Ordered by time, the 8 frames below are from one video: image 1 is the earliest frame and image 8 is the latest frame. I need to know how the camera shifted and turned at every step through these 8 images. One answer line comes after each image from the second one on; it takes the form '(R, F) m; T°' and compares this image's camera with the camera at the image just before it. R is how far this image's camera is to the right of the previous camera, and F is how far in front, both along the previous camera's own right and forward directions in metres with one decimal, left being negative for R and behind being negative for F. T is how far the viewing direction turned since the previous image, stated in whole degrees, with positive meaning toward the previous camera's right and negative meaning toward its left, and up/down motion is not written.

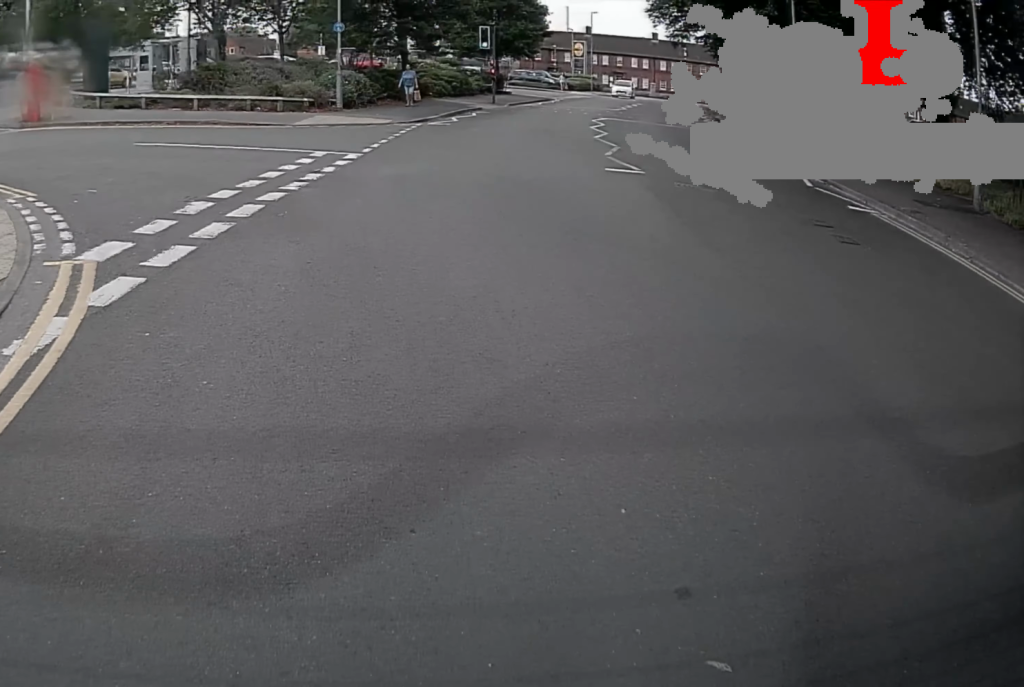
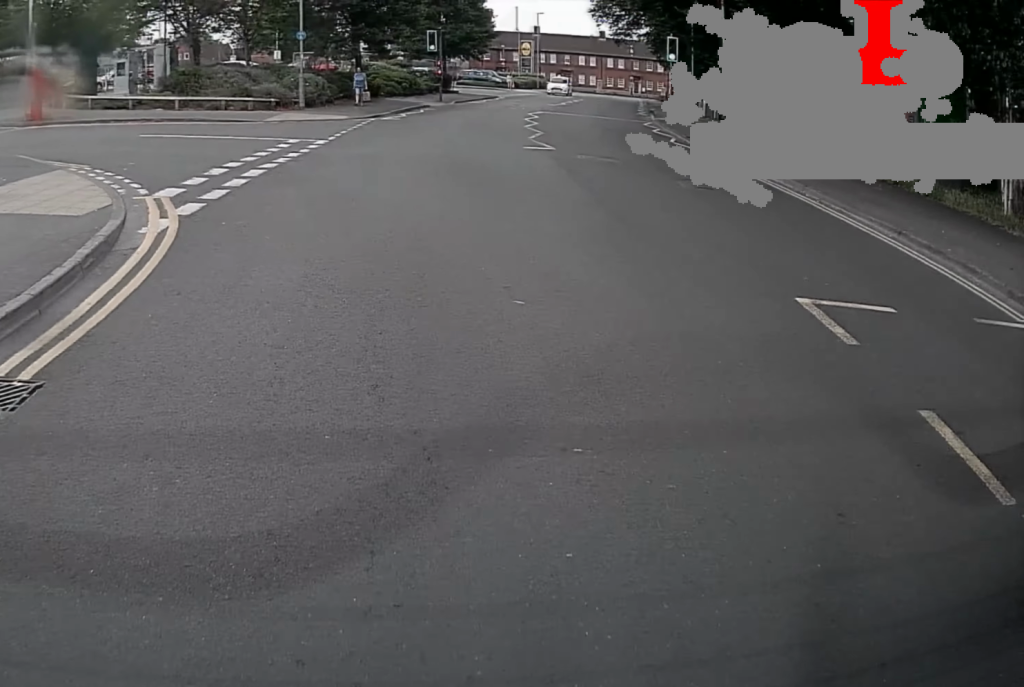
(0.0, +2.7) m; 0°
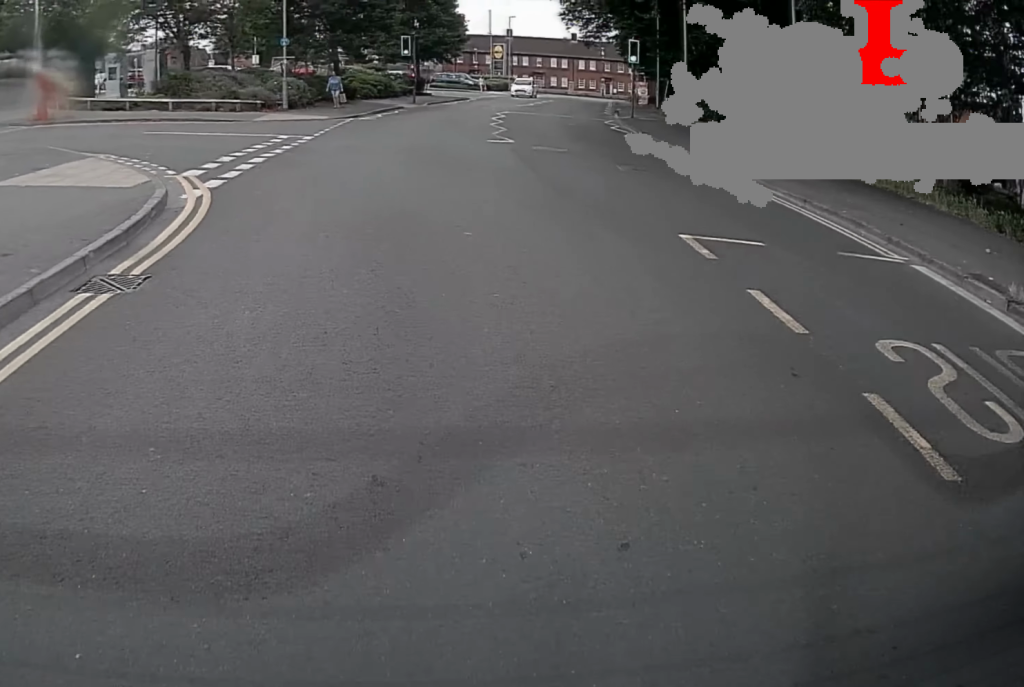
(0.0, +2.2) m; 0°
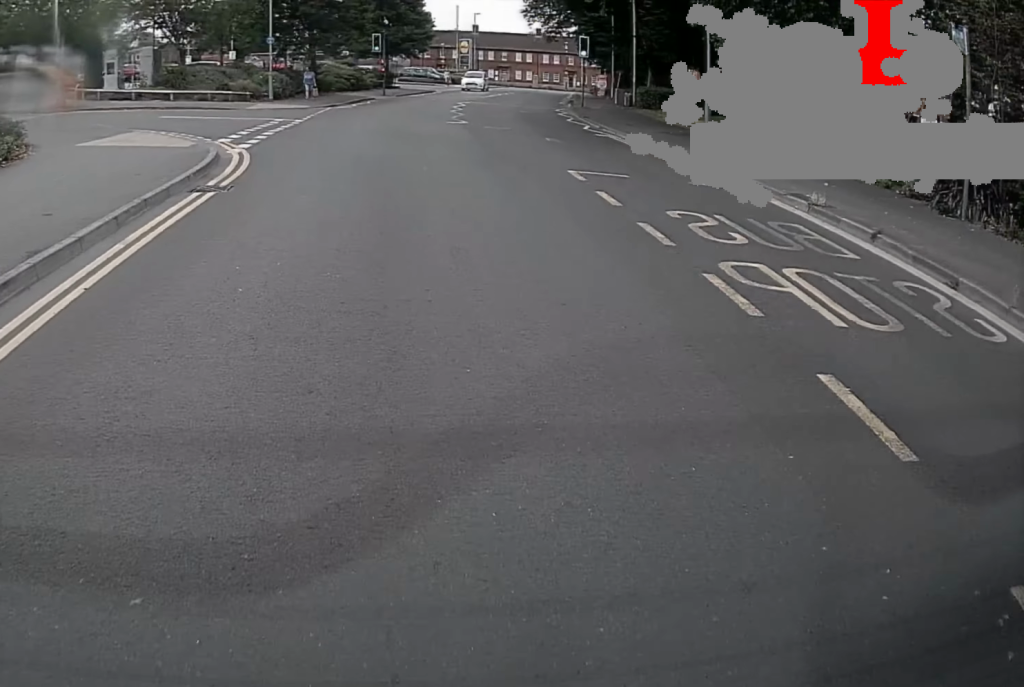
(0.0, +4.1) m; 0°
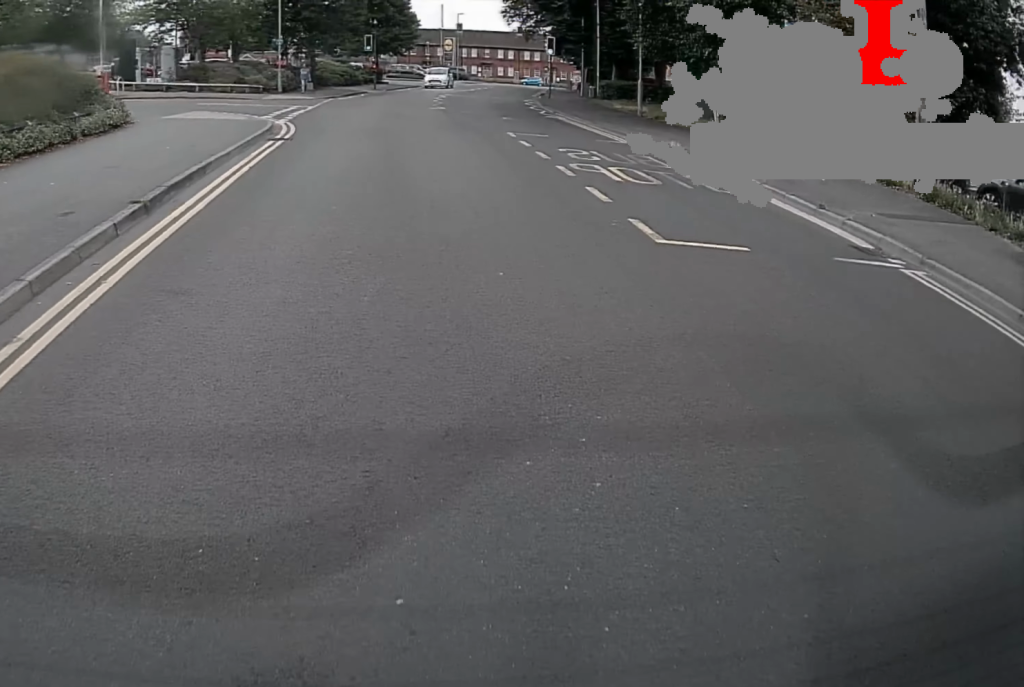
(0.0, +6.1) m; -2°
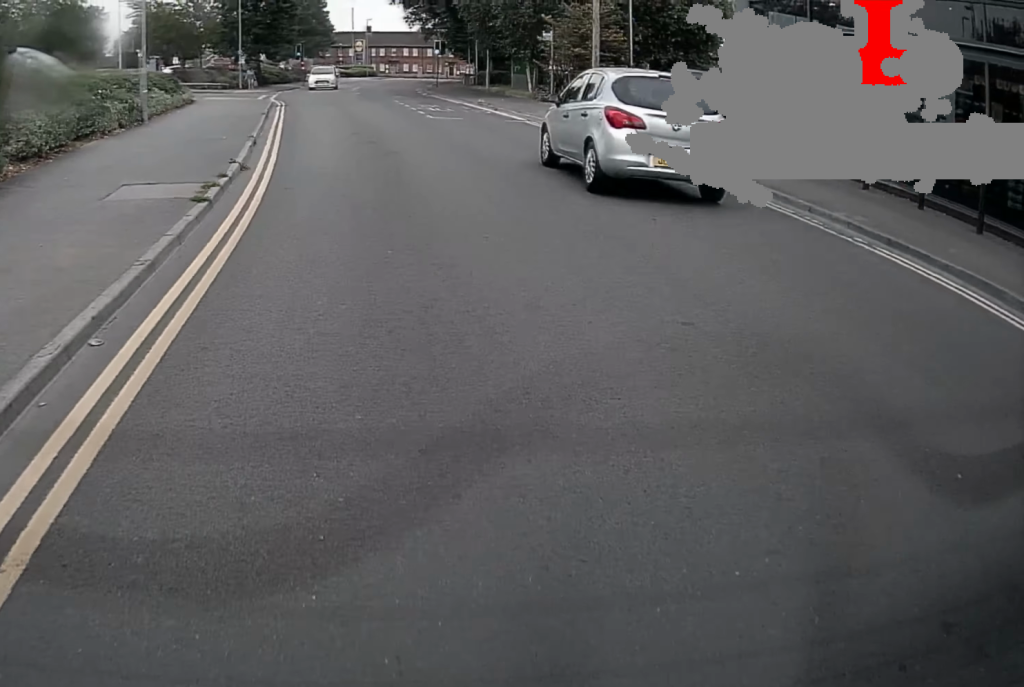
(-1.3, +13.6) m; -9°
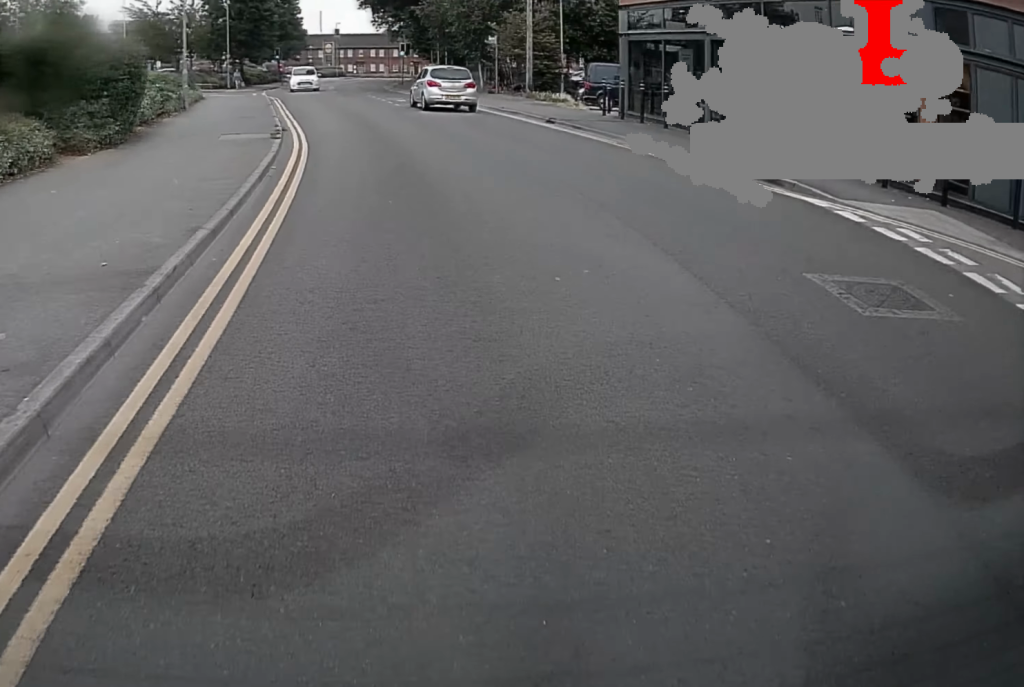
(-0.1, +6.2) m; -2°
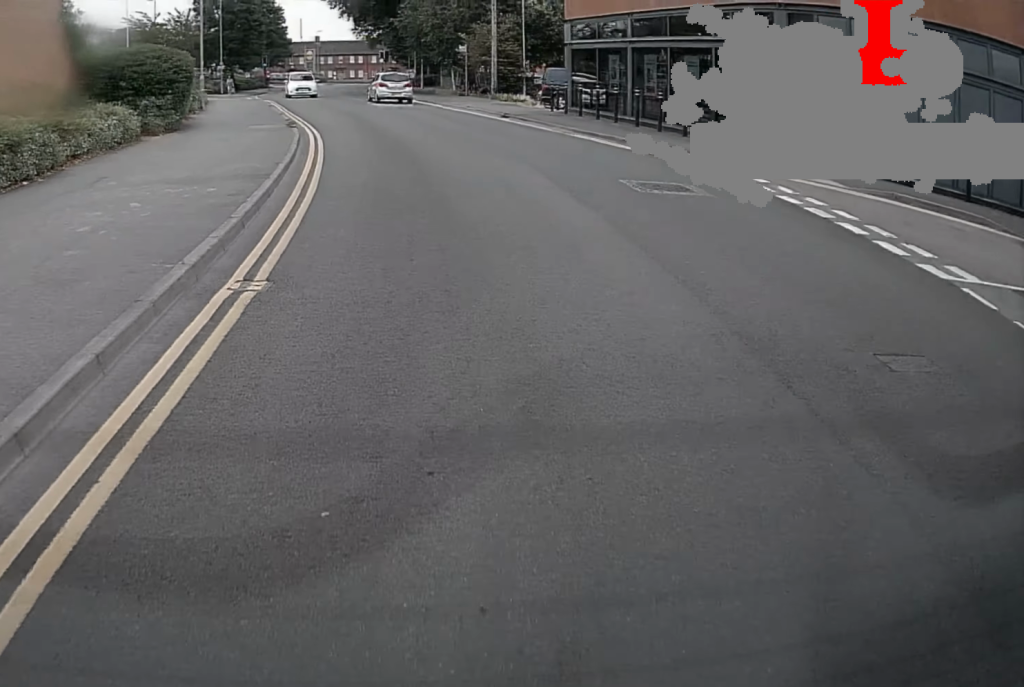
(+0.1, +5.4) m; -2°
